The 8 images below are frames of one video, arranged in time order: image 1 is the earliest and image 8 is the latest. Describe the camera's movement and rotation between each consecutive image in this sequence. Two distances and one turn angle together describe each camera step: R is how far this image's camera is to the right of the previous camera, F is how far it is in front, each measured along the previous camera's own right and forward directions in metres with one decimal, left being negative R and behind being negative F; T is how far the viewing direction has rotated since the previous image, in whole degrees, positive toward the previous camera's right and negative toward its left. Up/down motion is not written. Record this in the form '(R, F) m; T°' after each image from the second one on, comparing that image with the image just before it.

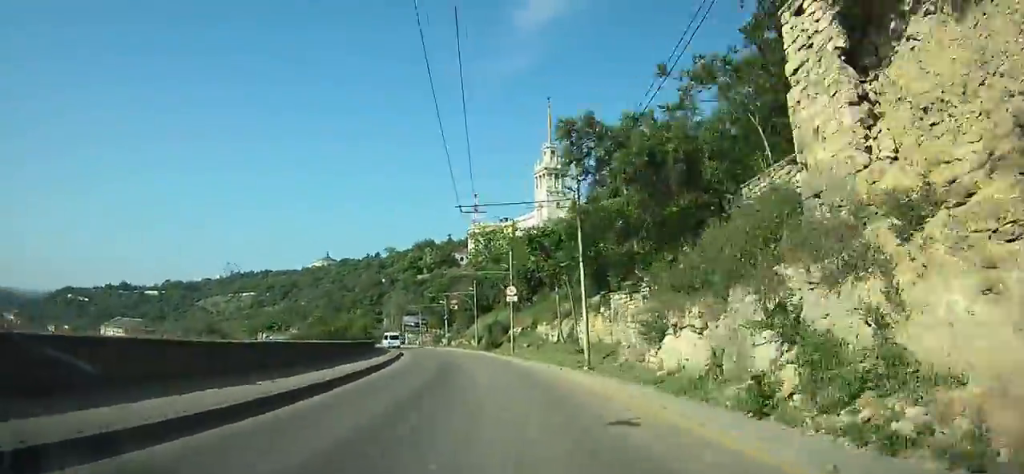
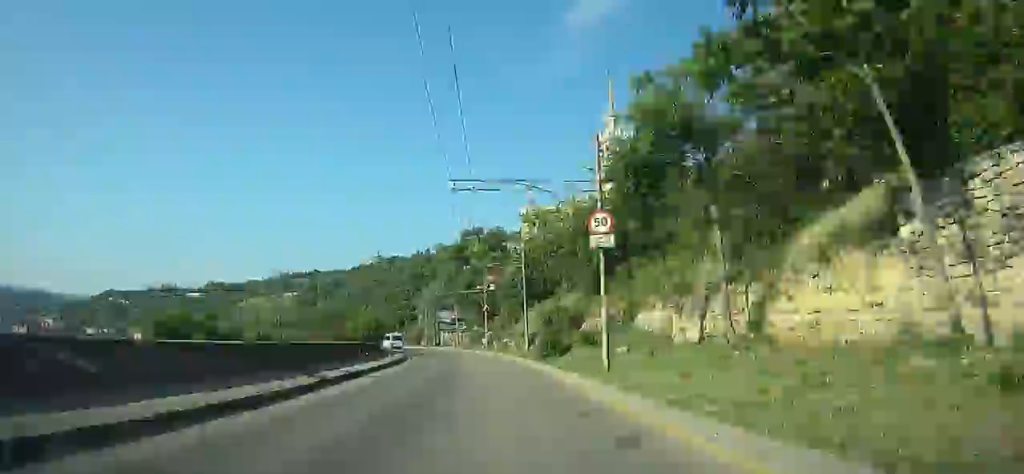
(+0.1, +23.4) m; -1°
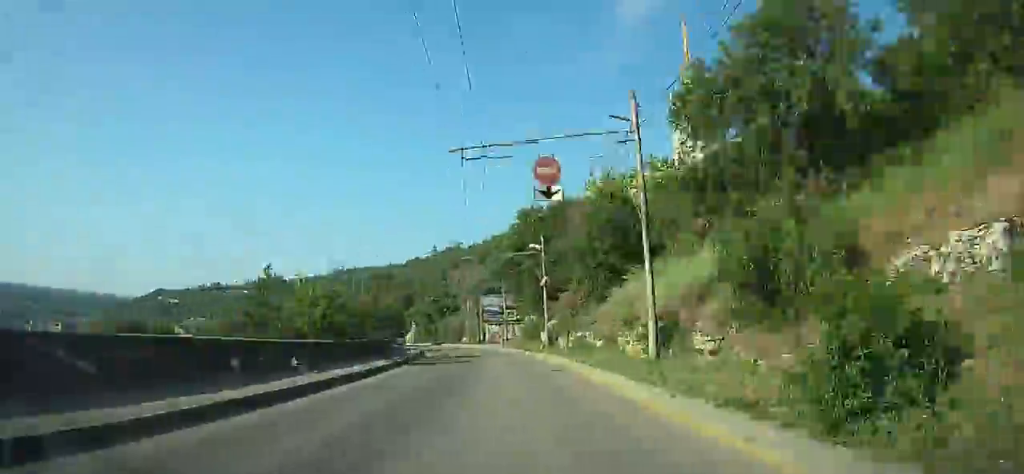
(+4.3, +22.6) m; -1°
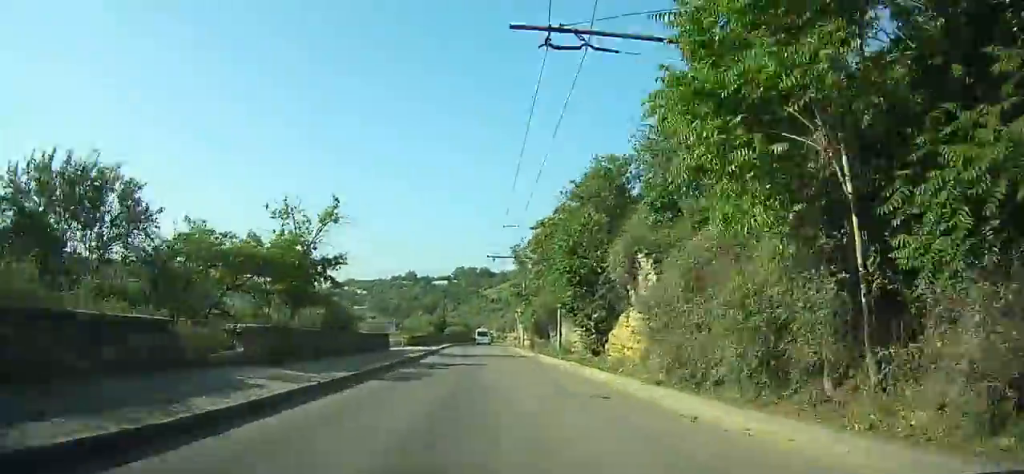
(-24.0, +86.3) m; -27°
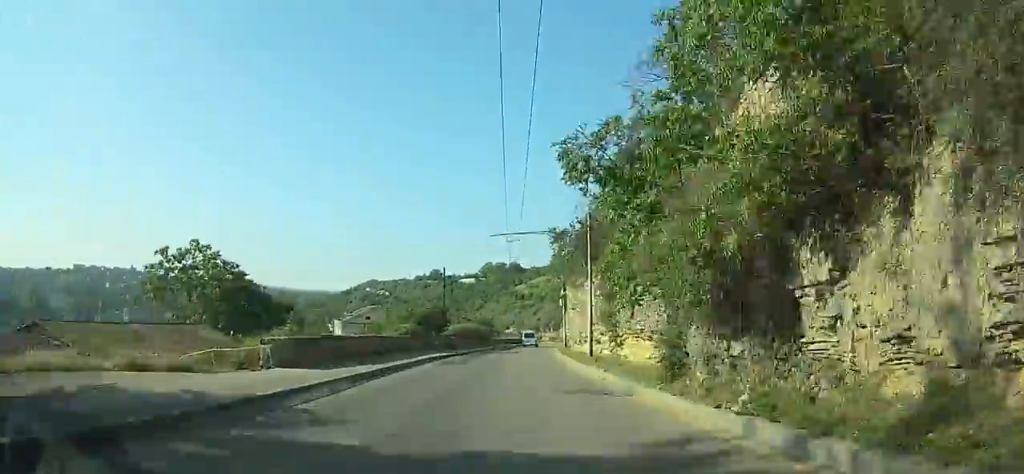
(-2.0, +33.9) m; -4°
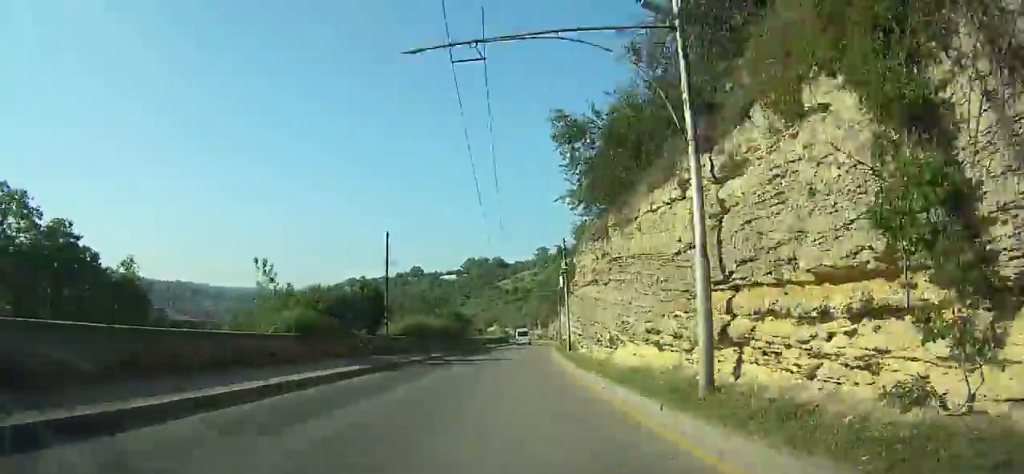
(-0.6, +18.5) m; -1°
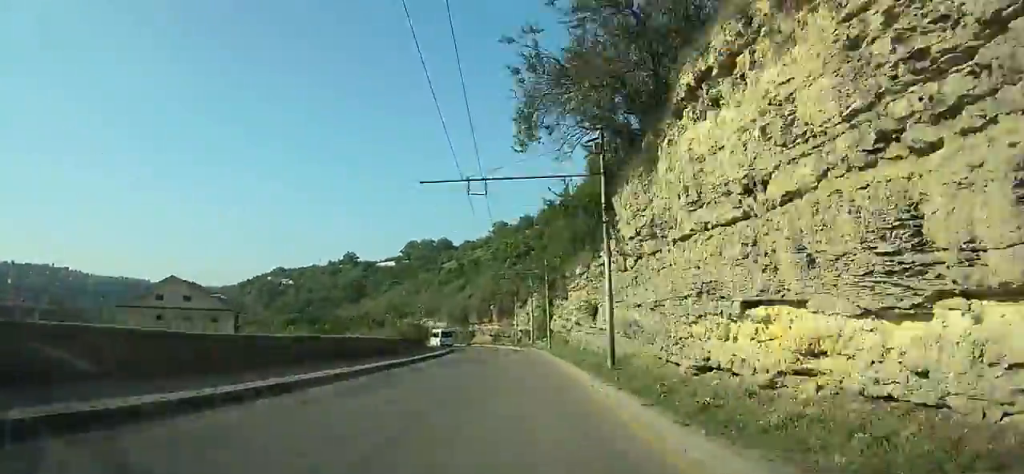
(+1.1, +71.2) m; +1°
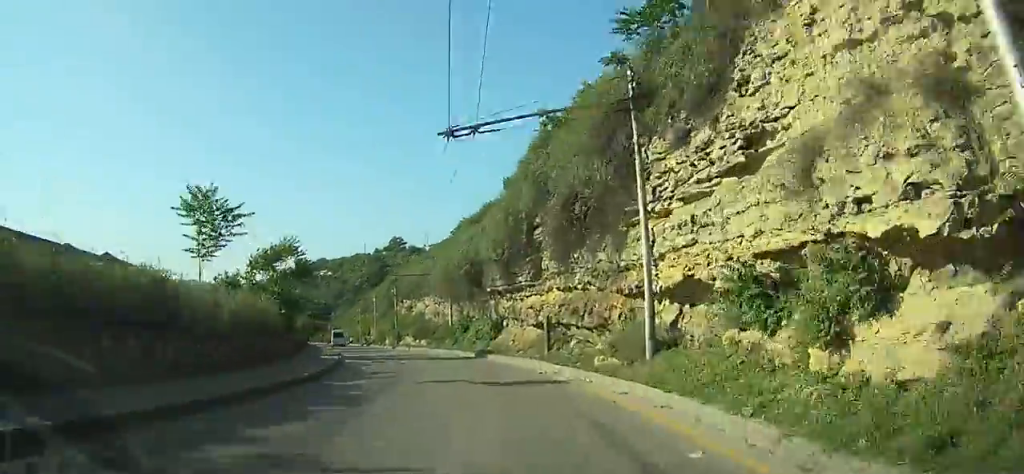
(-0.3, +57.7) m; -6°
